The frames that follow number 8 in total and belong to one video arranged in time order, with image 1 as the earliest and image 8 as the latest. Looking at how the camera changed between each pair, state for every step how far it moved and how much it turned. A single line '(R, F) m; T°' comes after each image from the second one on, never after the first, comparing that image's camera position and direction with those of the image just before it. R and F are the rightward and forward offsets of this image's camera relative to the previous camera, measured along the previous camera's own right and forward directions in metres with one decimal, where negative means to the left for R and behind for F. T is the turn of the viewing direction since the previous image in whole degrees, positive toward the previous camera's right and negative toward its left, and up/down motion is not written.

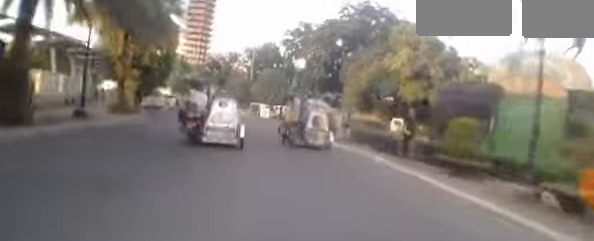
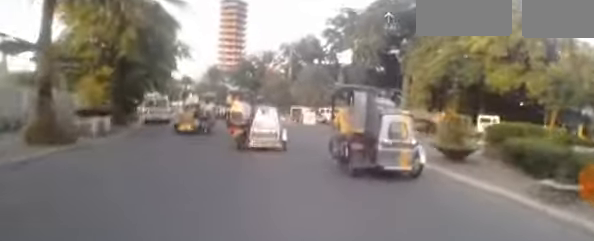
(-1.3, +9.5) m; -16°
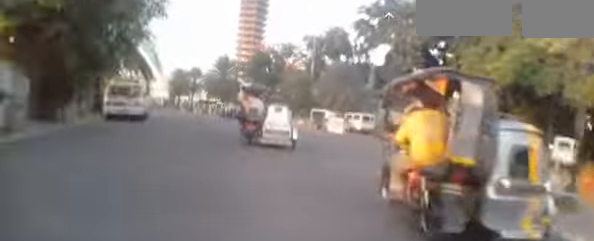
(-0.1, +6.7) m; -2°
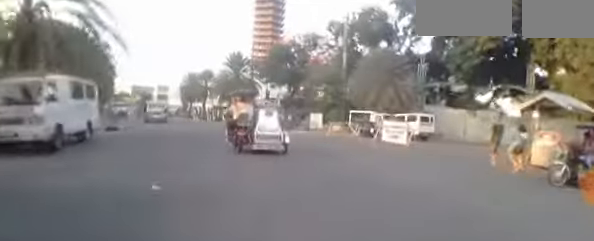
(-0.3, +8.1) m; -4°
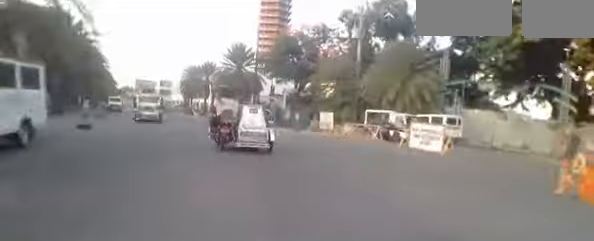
(-0.1, +3.4) m; -3°
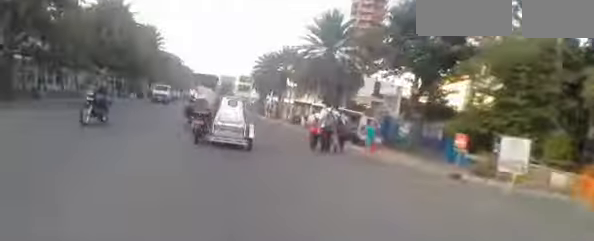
(-1.7, +15.3) m; -11°
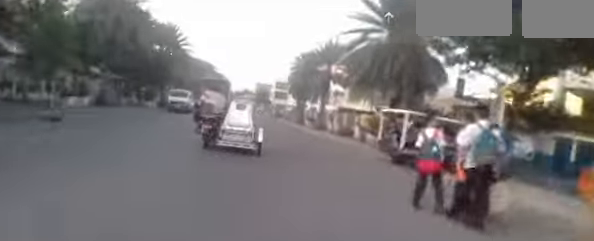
(-0.2, +8.8) m; -3°
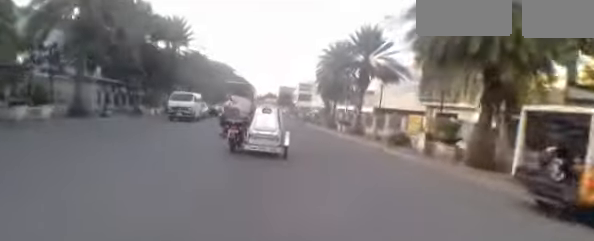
(-0.2, +6.8) m; -2°
